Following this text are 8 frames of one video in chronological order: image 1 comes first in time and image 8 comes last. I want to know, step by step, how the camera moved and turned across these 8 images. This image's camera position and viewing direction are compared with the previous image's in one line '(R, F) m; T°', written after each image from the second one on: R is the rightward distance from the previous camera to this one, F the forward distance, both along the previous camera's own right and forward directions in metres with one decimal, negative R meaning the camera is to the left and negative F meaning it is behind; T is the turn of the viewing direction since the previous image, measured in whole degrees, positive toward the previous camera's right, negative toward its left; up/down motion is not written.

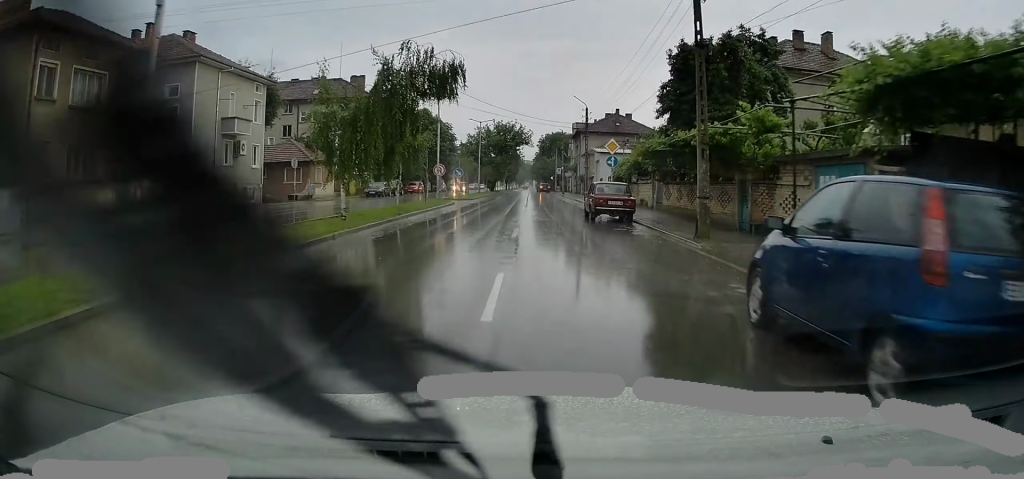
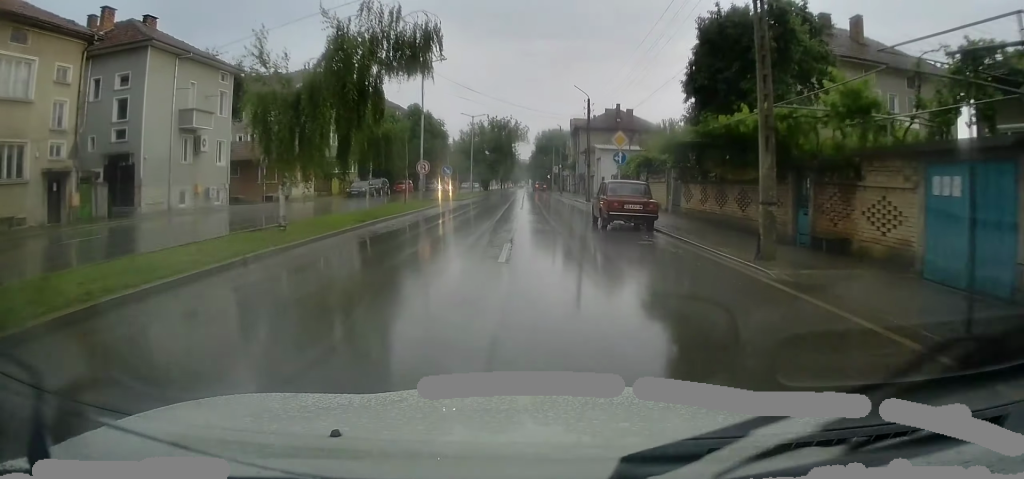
(0.0, +4.5) m; +1°
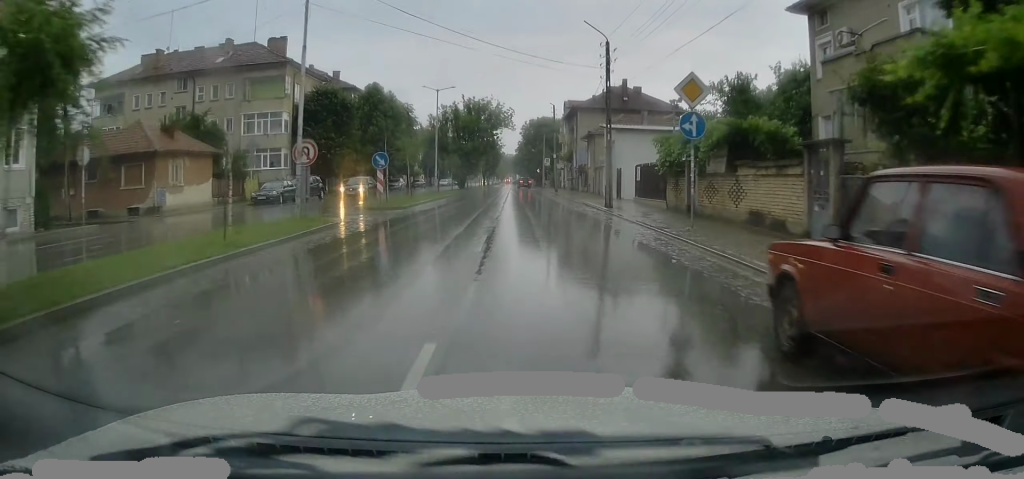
(+0.2, +16.4) m; +1°
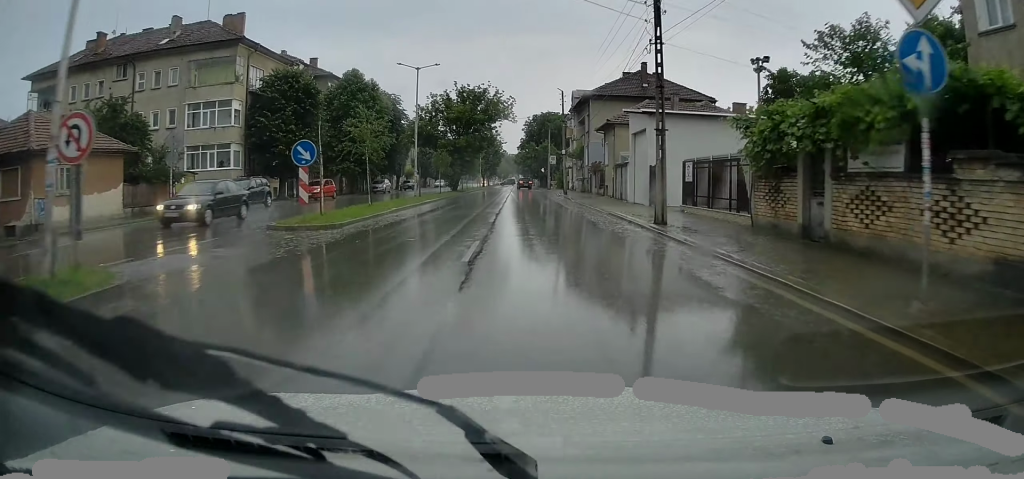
(0.0, +10.1) m; 0°
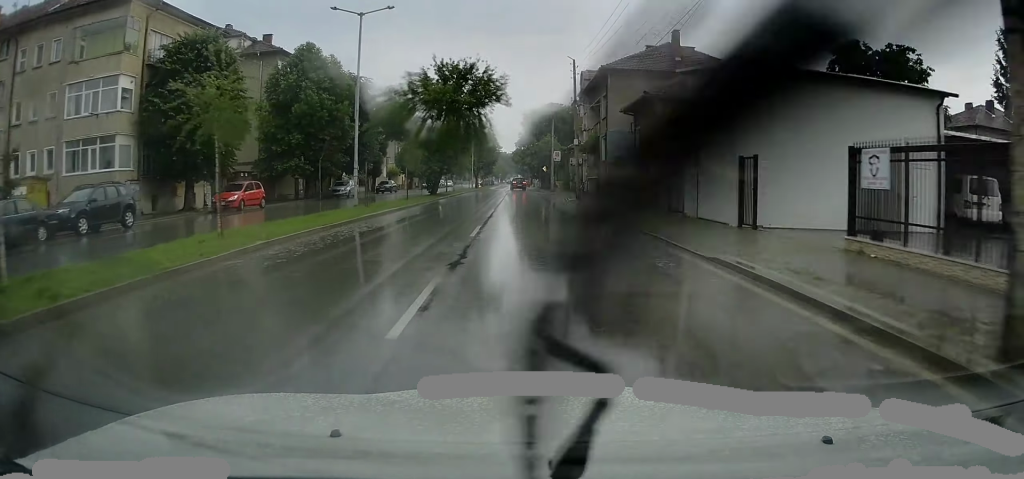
(-0.1, +13.5) m; -1°
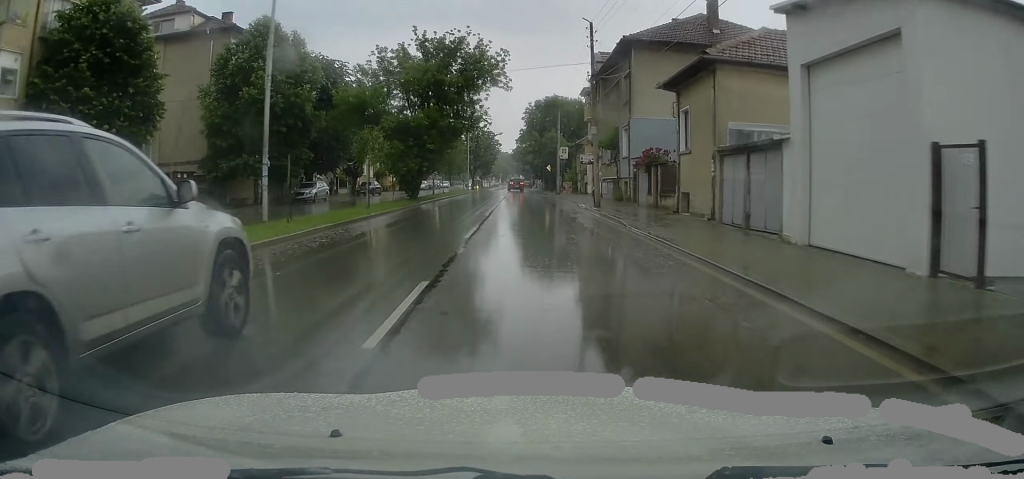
(-0.1, +9.1) m; 0°
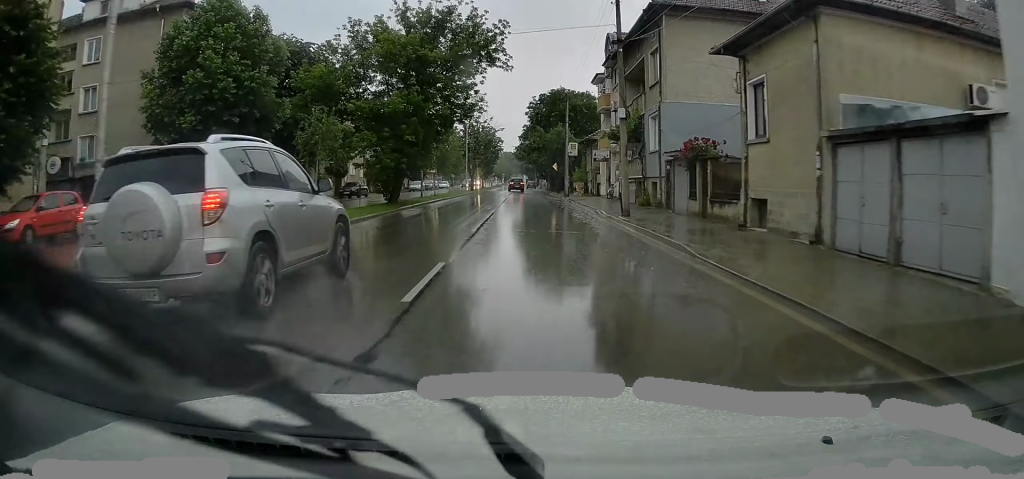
(0.0, +7.0) m; +1°
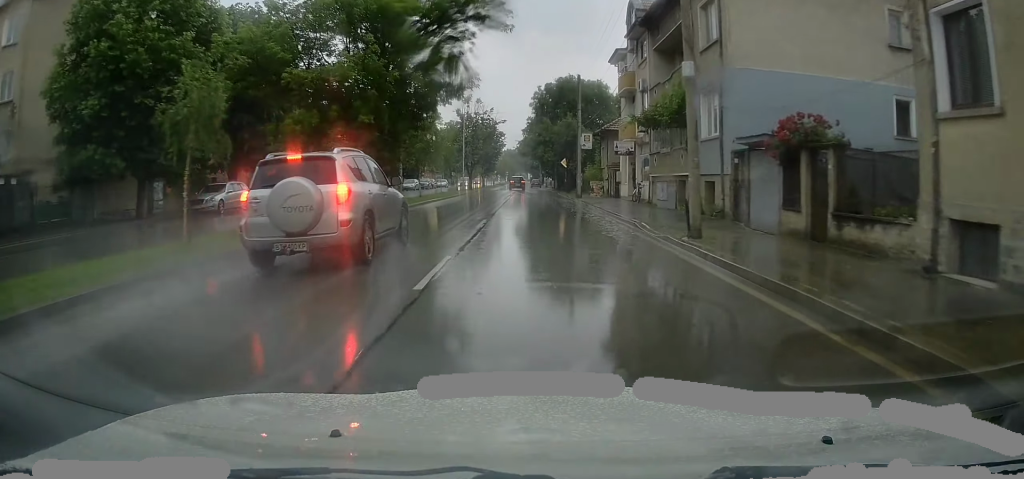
(+0.1, +8.3) m; -1°
